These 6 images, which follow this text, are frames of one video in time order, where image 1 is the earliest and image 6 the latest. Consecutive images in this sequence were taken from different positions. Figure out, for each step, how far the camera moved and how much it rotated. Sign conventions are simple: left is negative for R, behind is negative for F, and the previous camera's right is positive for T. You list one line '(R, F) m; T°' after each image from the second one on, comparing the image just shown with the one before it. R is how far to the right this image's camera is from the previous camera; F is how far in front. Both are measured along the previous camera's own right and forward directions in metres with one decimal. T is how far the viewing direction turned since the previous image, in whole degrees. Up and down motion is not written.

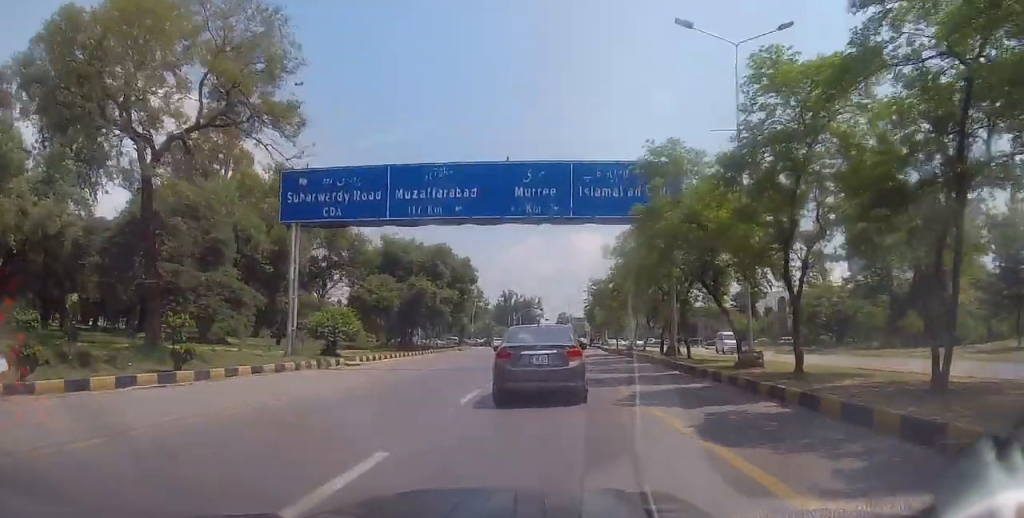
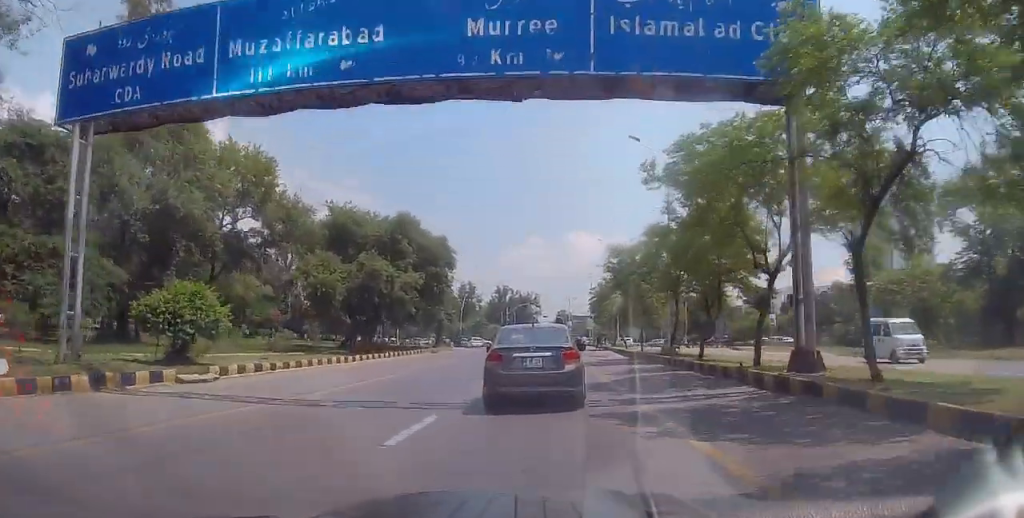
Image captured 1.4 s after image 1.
(-0.2, +13.7) m; 0°
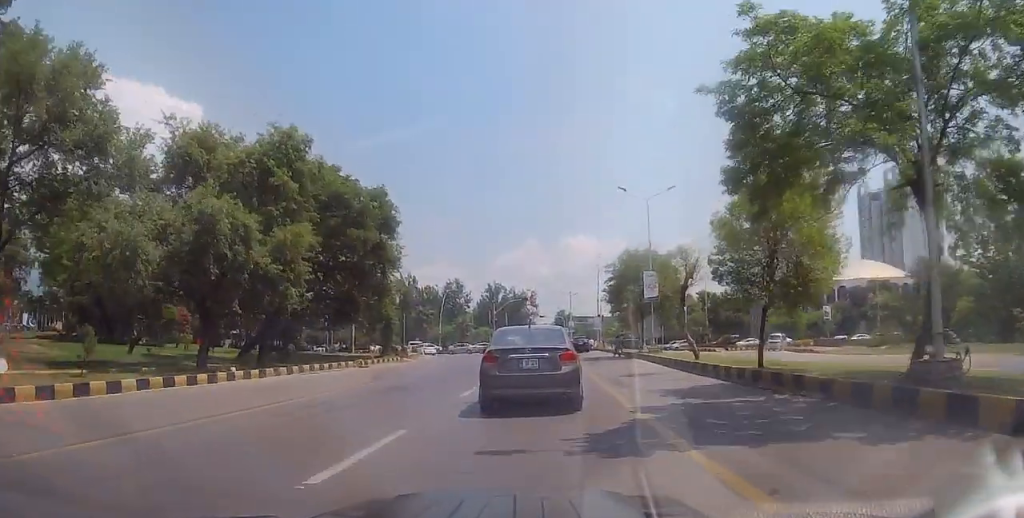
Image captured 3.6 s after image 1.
(+0.4, +19.4) m; -1°
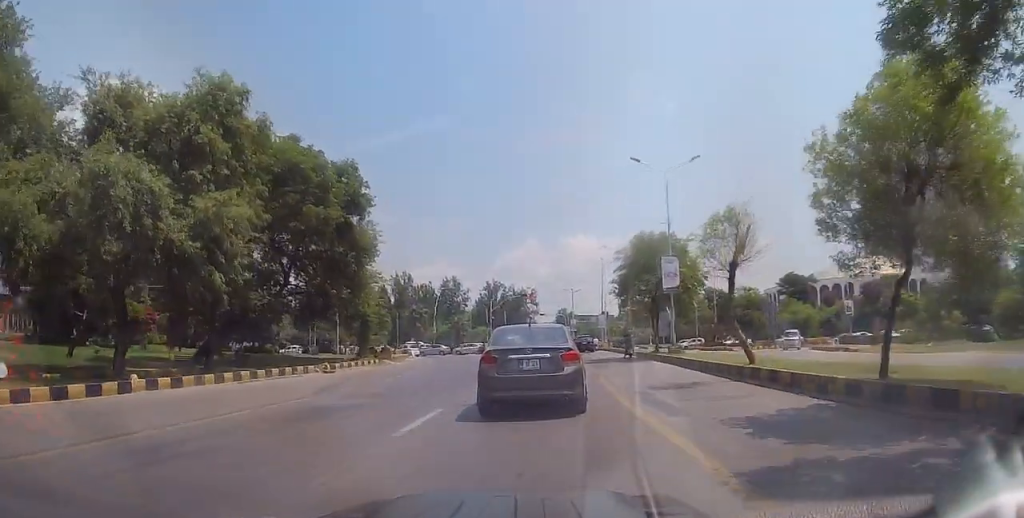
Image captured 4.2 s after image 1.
(-0.1, +5.7) m; -1°
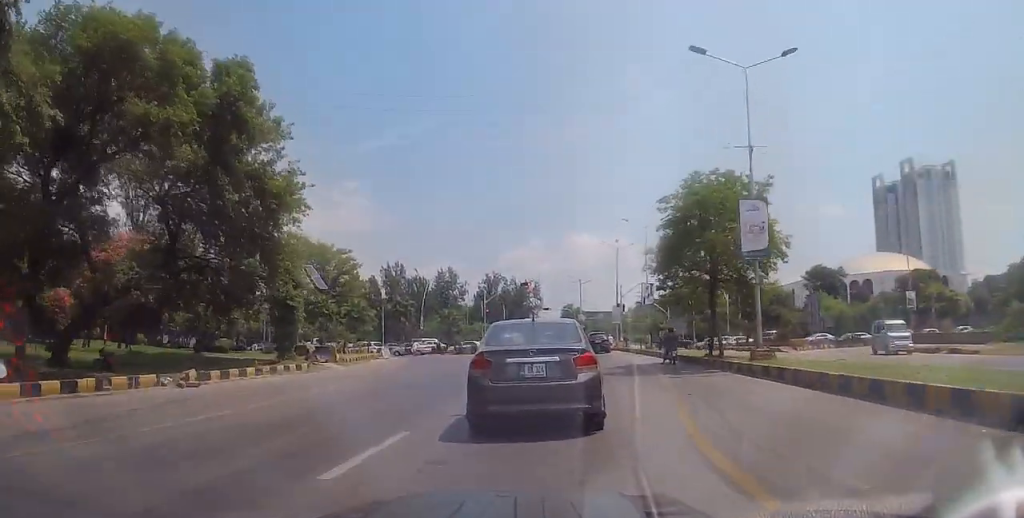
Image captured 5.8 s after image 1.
(+0.1, +11.6) m; +3°
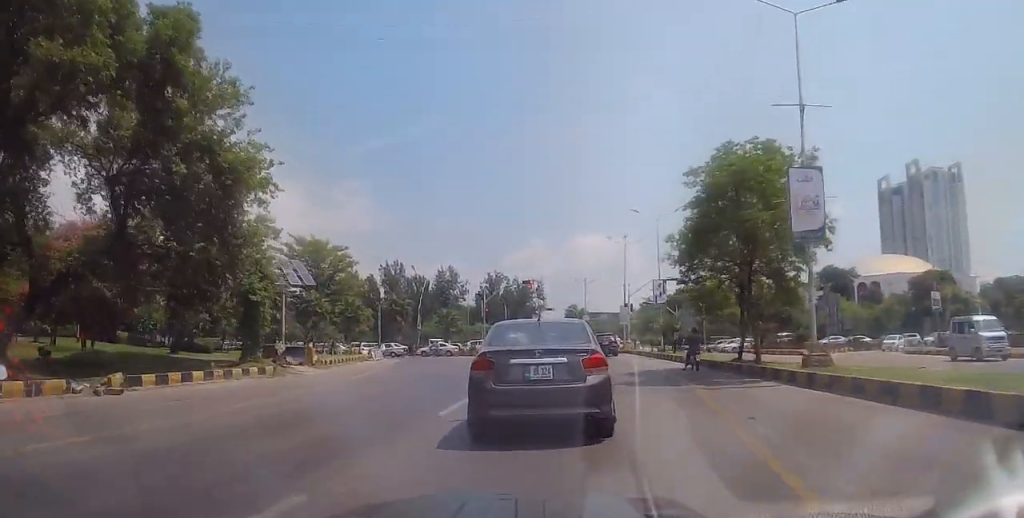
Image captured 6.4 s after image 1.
(0.0, +3.7) m; +2°
